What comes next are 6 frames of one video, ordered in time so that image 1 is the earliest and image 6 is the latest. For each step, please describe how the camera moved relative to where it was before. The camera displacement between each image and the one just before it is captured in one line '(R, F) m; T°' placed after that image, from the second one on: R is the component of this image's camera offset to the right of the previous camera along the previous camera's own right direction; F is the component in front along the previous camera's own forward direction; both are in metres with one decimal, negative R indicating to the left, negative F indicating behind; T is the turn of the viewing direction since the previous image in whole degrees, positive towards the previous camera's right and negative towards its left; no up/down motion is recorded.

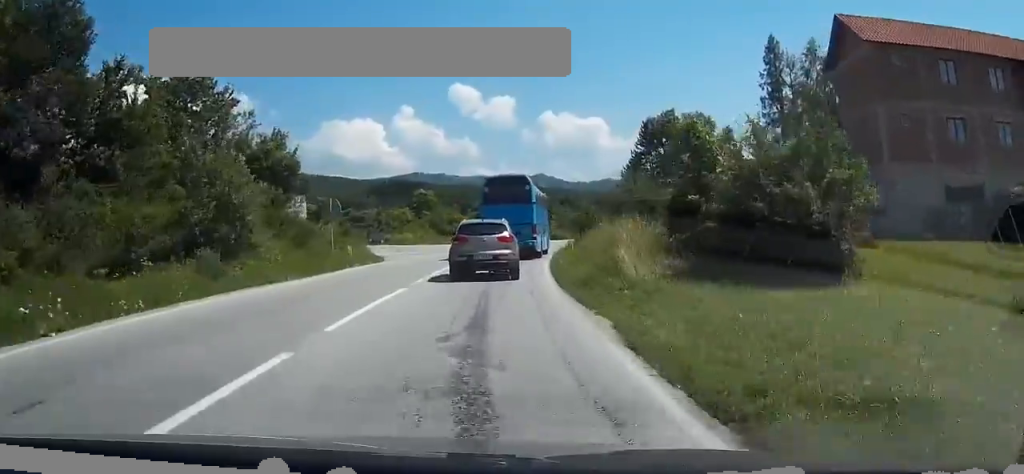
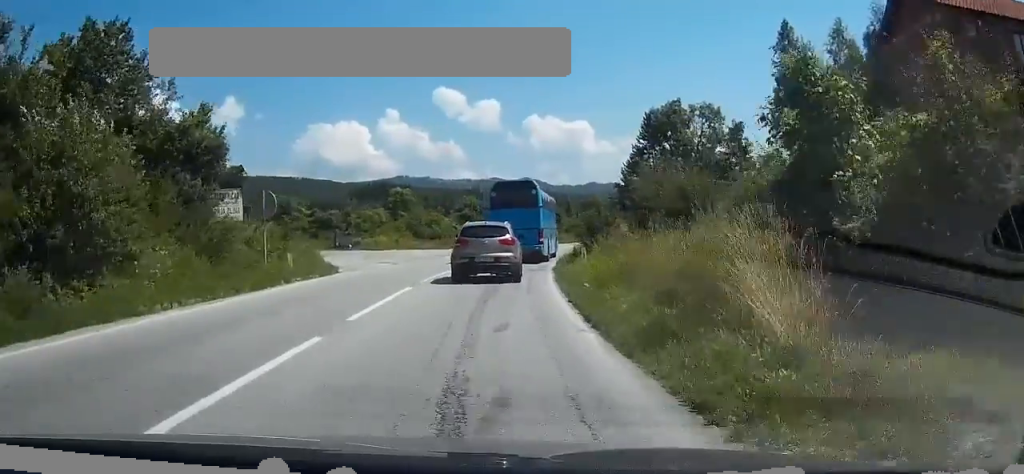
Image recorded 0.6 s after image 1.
(0.0, +7.7) m; +1°
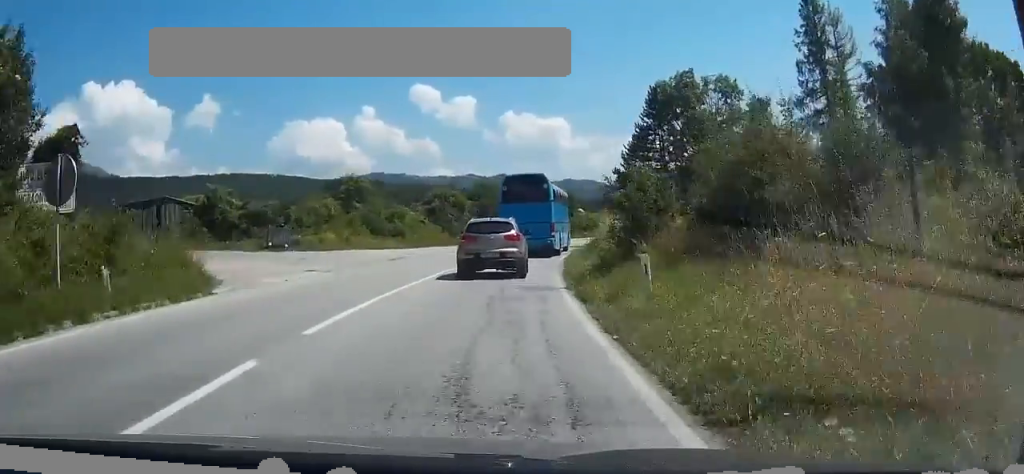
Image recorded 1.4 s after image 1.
(+0.2, +11.4) m; +2°
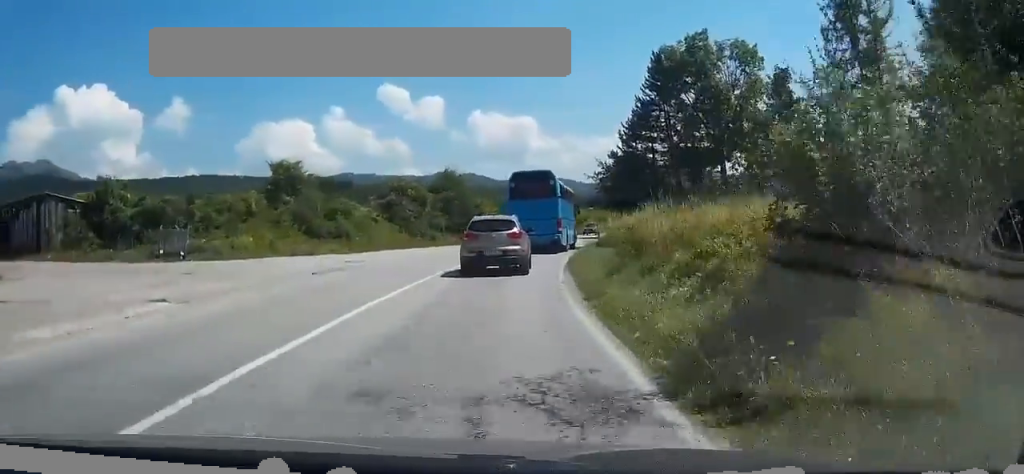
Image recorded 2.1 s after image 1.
(+0.2, +10.9) m; +4°
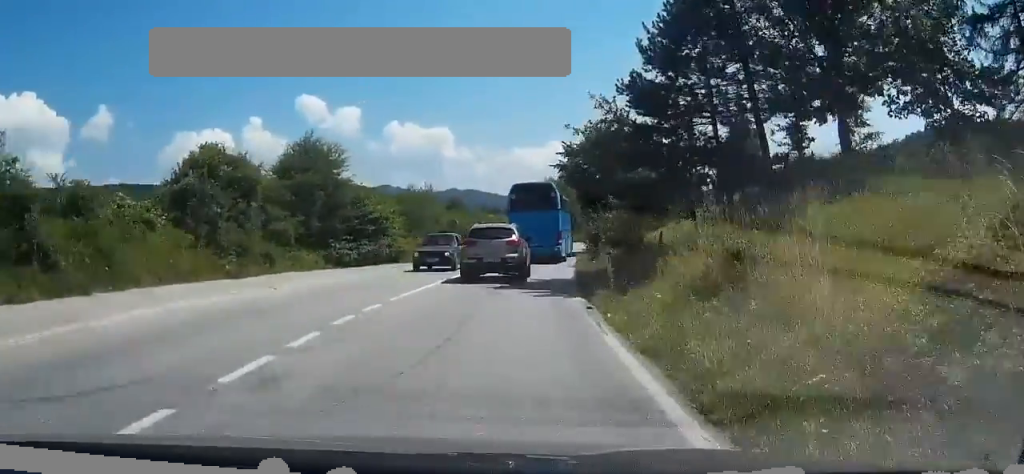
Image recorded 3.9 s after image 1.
(+2.2, +24.4) m; +8°
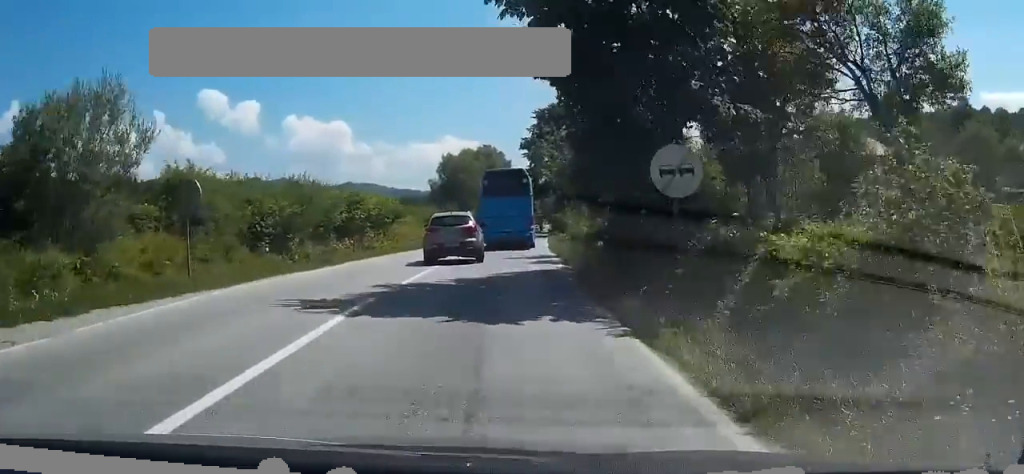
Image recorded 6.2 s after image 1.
(+0.1, +33.7) m; 0°
